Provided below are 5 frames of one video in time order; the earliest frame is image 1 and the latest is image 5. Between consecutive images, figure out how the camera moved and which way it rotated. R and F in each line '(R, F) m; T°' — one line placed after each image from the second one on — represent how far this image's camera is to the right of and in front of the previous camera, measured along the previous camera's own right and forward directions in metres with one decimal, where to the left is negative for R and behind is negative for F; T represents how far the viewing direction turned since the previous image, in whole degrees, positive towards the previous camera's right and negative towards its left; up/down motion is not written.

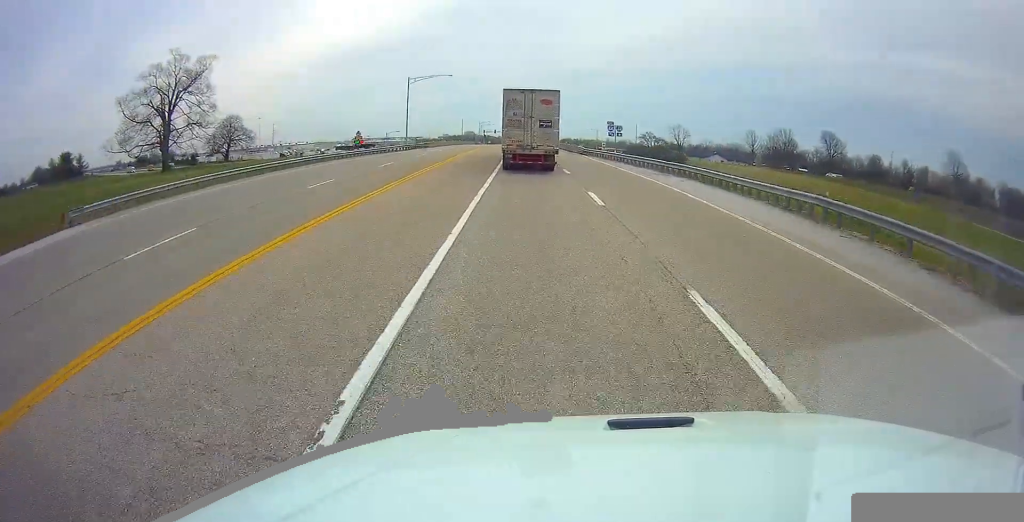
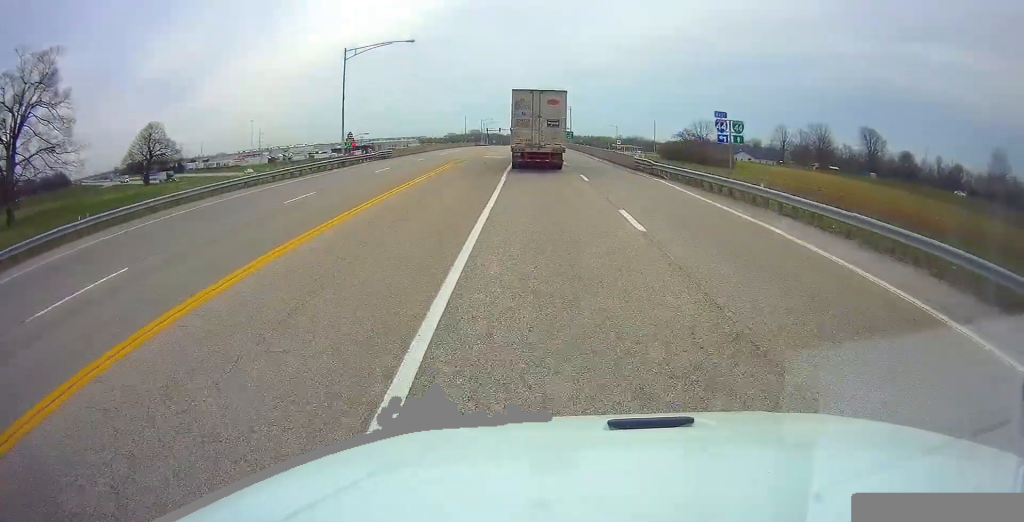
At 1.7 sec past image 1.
(+0.4, +28.9) m; +1°
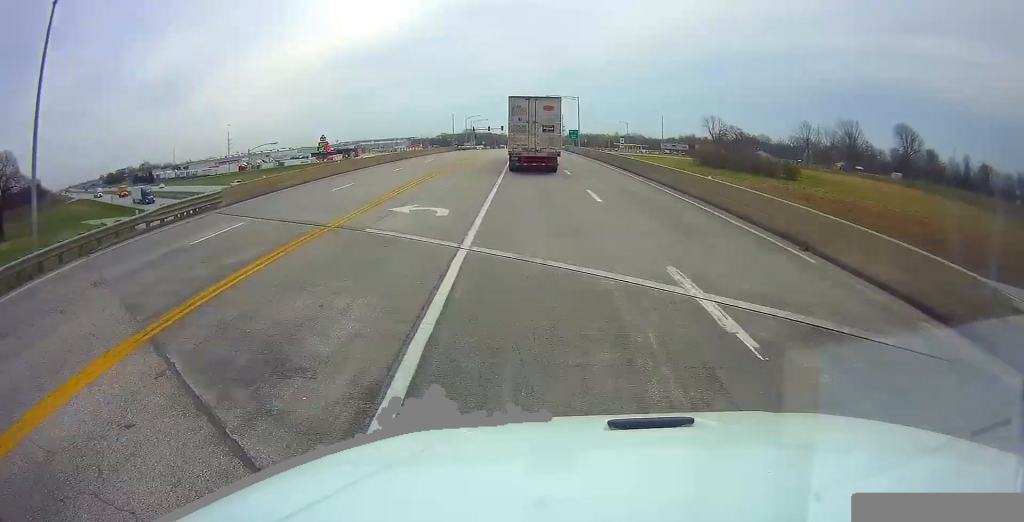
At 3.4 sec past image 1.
(0.0, +31.0) m; -1°
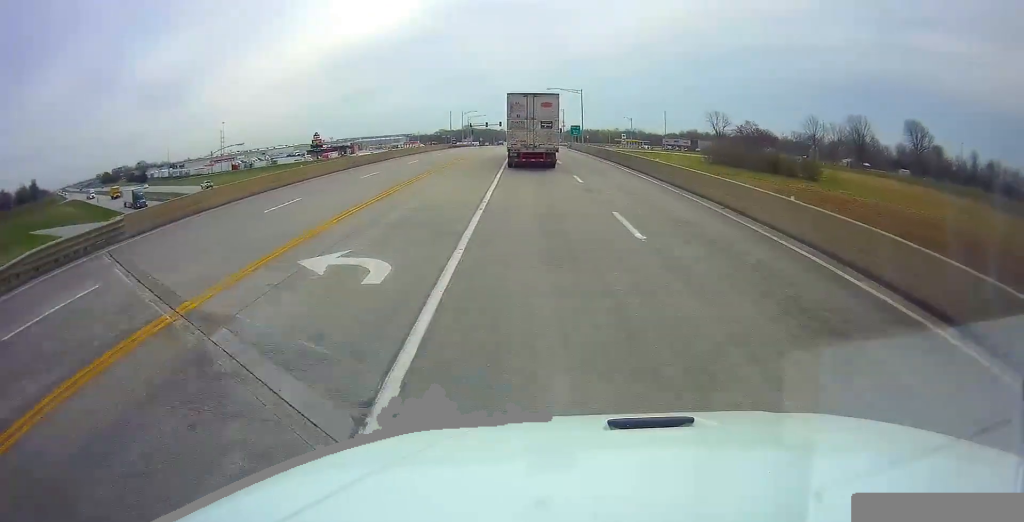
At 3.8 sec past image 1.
(-0.1, +7.1) m; 0°
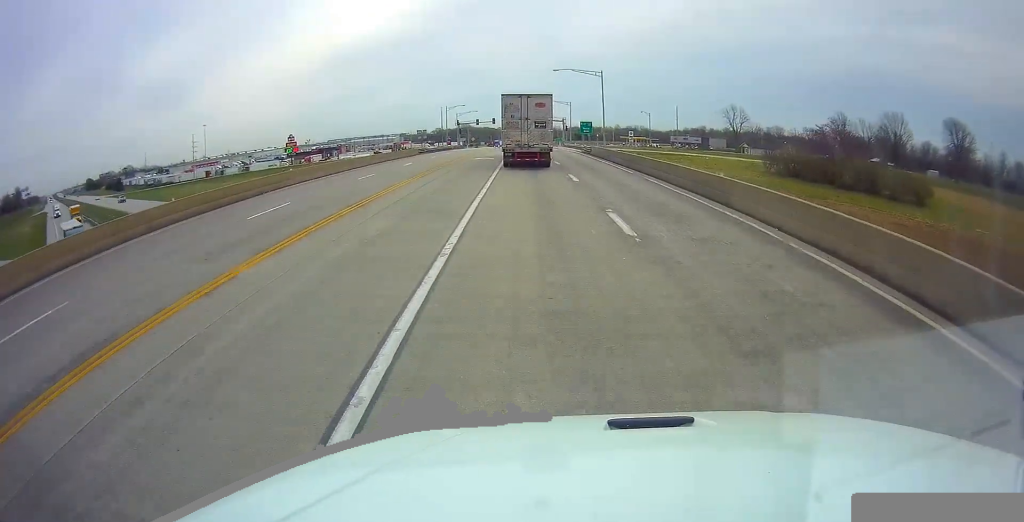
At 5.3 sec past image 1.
(-0.2, +25.9) m; 0°
